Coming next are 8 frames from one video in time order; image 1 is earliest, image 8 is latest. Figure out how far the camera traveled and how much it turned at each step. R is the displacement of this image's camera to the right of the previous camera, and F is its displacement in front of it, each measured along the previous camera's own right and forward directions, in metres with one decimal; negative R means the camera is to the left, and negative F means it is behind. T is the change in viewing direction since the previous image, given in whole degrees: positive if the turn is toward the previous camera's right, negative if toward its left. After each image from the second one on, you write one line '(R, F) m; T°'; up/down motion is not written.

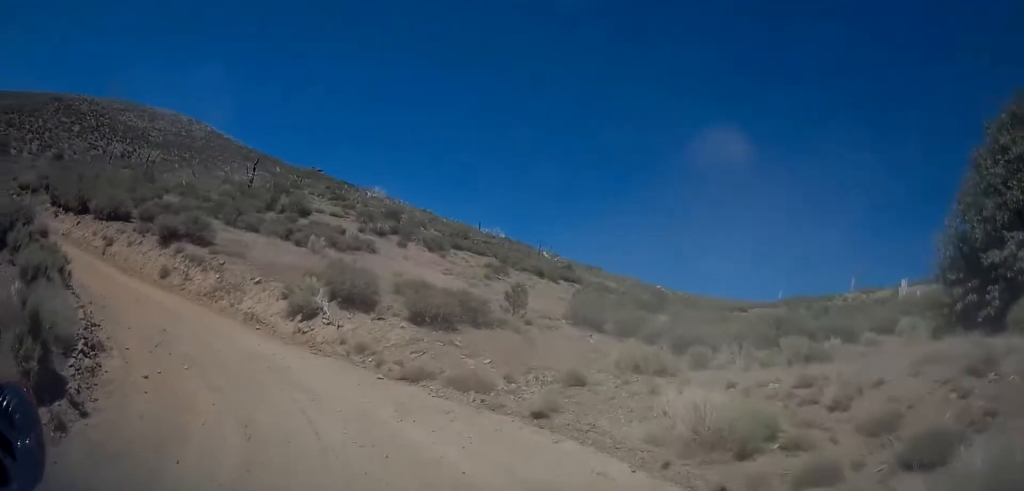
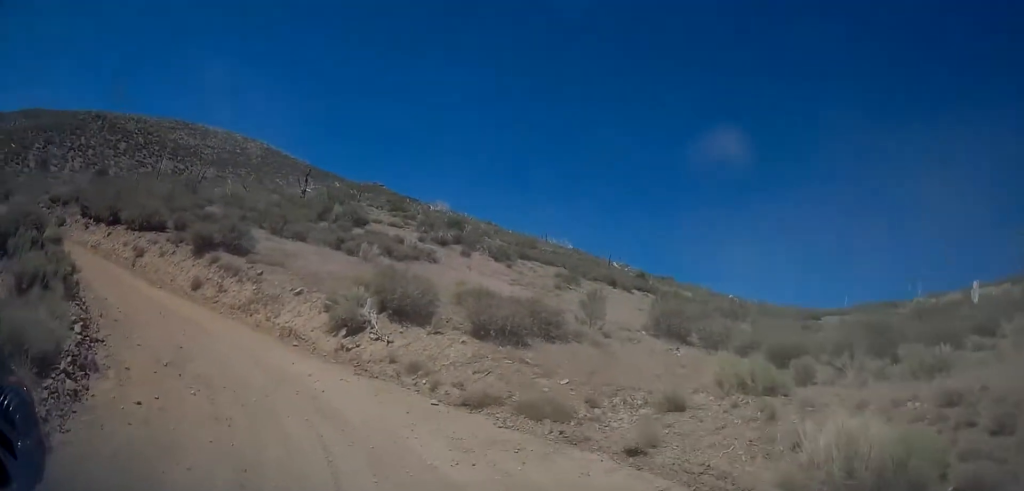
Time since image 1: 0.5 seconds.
(-0.1, +2.2) m; -6°
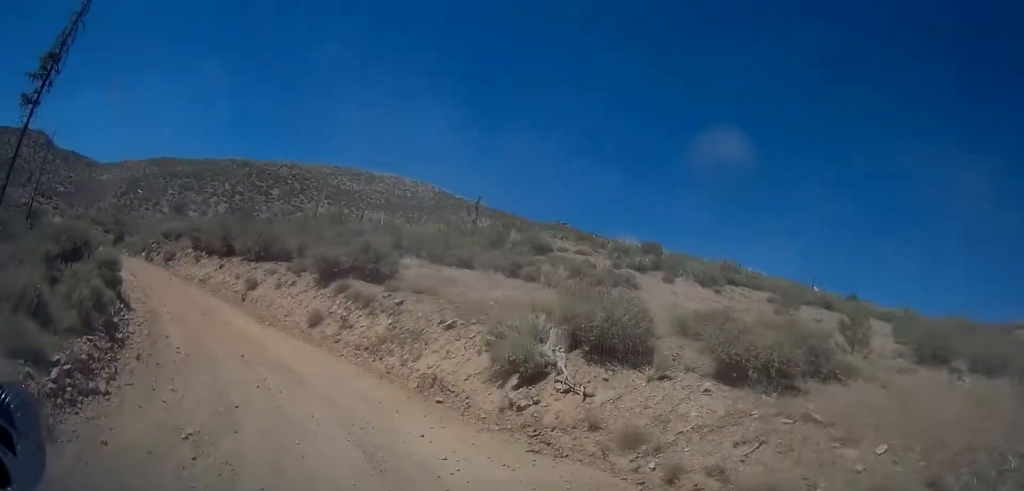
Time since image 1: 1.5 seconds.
(-0.5, +5.0) m; -19°
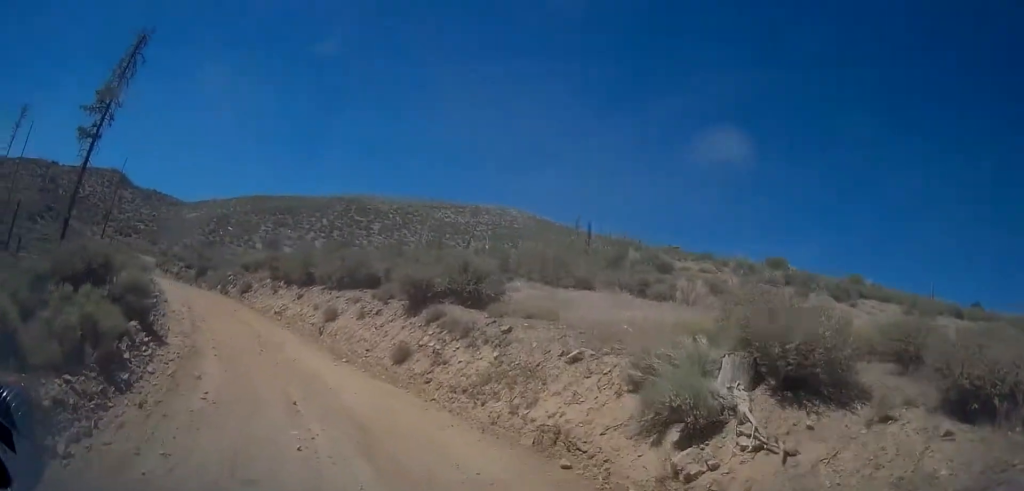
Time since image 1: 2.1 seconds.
(0.0, +3.0) m; -15°
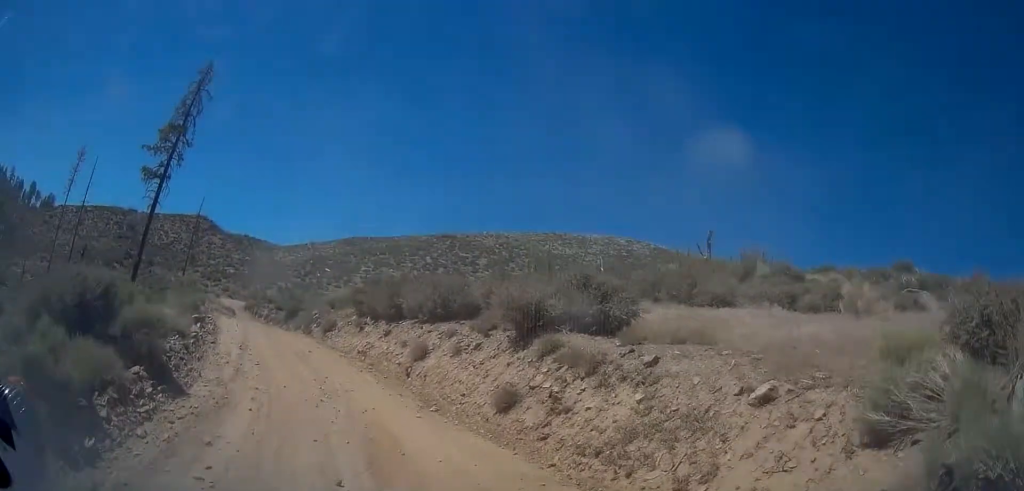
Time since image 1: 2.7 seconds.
(-0.9, +3.2) m; -11°
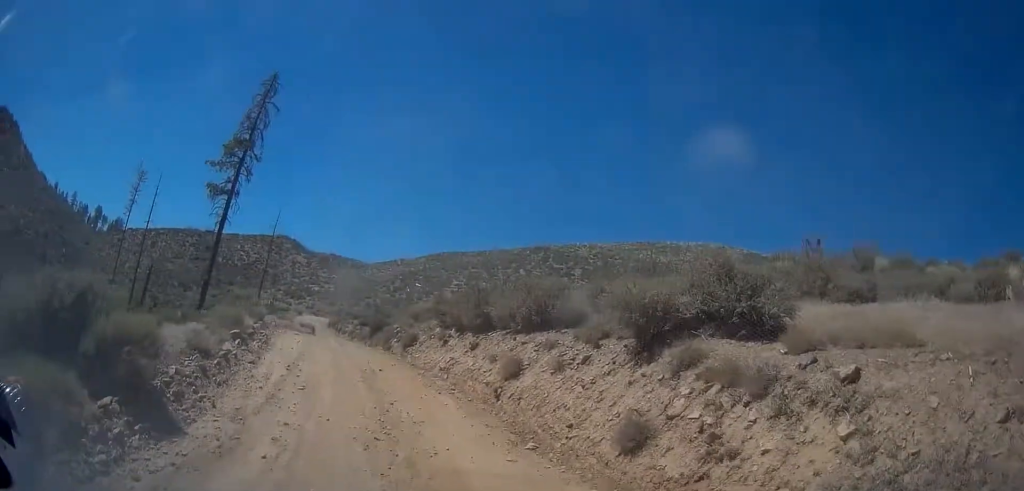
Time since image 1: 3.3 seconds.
(-0.3, +2.9) m; -8°
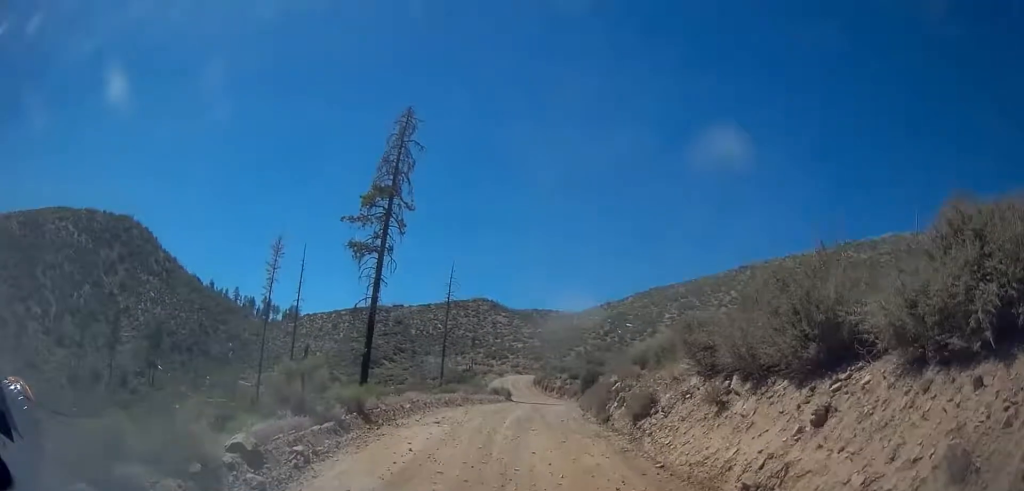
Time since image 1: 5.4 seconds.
(-1.9, +10.4) m; -18°
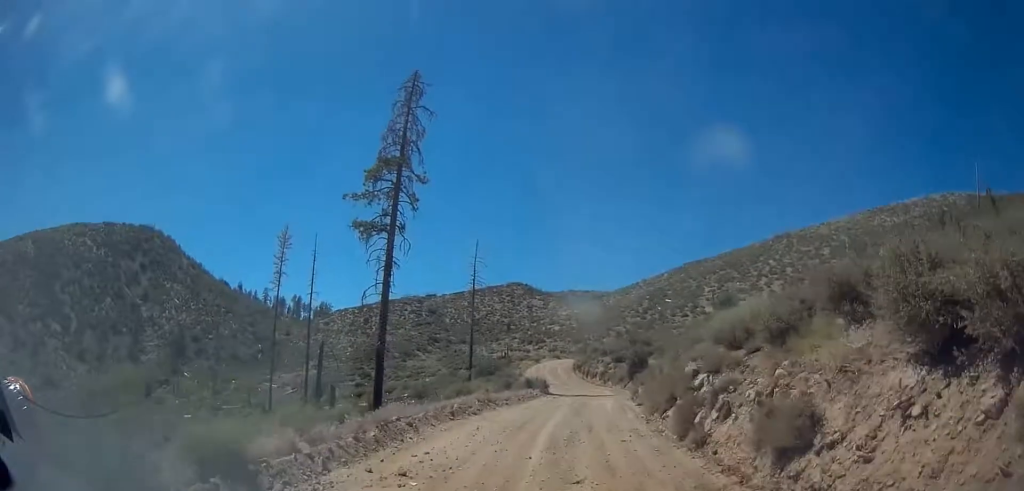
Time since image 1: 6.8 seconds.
(-0.1, +7.0) m; -2°
